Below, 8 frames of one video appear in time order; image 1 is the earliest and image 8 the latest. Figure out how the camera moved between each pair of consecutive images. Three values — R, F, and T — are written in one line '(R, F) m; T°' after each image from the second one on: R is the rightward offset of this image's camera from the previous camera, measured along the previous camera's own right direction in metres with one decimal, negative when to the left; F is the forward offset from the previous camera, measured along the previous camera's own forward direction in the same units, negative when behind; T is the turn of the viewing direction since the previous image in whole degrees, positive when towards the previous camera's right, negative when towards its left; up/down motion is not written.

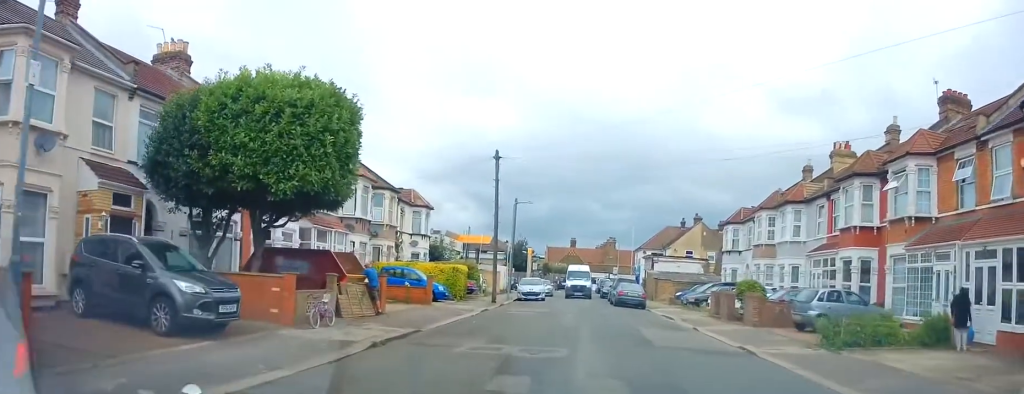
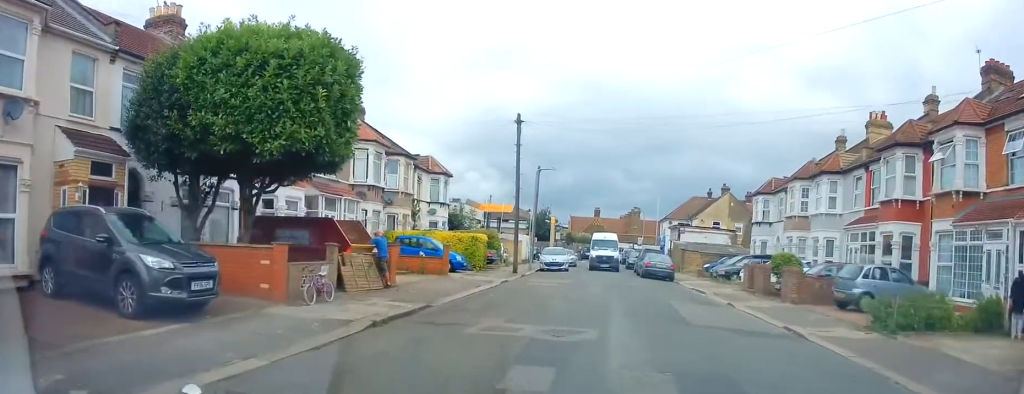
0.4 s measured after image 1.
(-0.2, +1.6) m; 0°
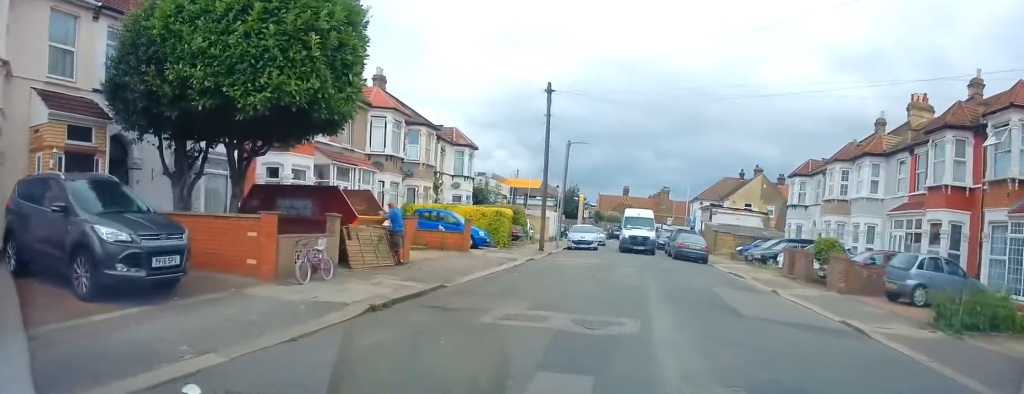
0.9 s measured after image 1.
(-0.2, +1.6) m; 0°
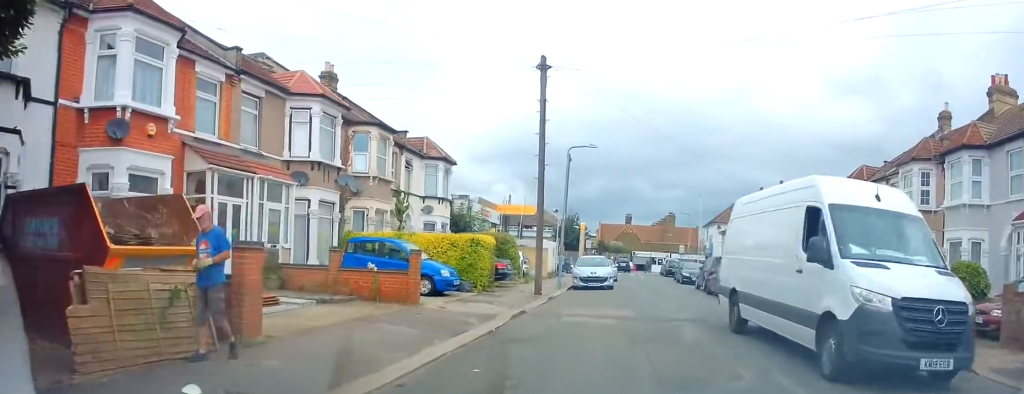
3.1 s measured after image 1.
(0.0, +8.5) m; +1°
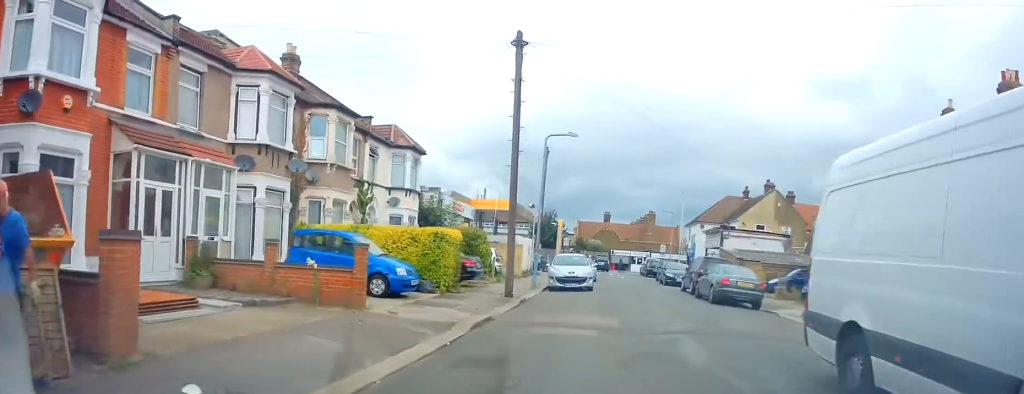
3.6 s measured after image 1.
(+0.2, +2.2) m; +5°
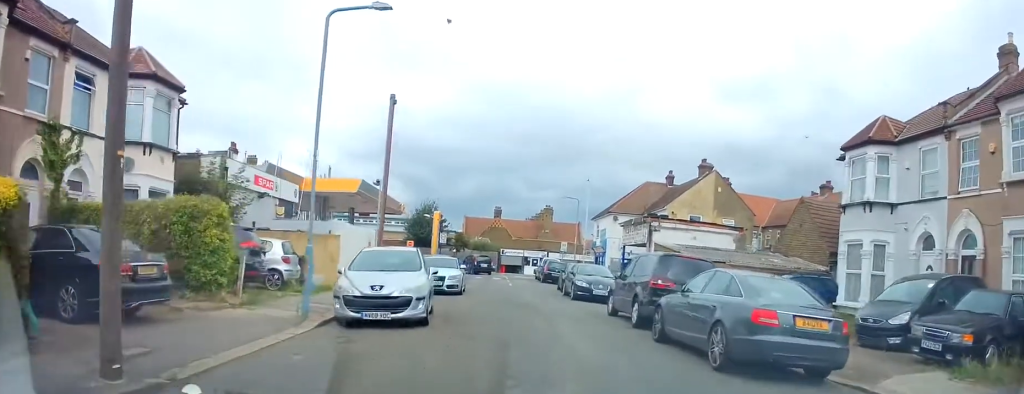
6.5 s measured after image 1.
(+1.5, +12.7) m; +8°
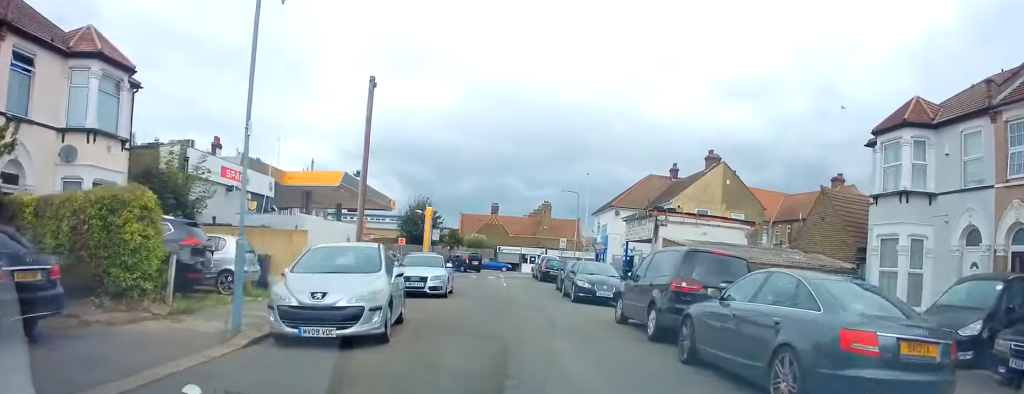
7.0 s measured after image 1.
(0.0, +2.4) m; 0°
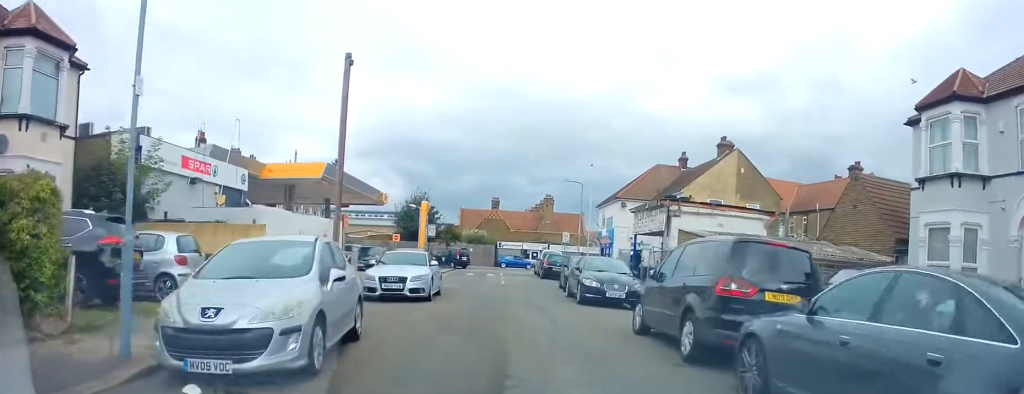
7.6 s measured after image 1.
(0.0, +2.6) m; -3°
